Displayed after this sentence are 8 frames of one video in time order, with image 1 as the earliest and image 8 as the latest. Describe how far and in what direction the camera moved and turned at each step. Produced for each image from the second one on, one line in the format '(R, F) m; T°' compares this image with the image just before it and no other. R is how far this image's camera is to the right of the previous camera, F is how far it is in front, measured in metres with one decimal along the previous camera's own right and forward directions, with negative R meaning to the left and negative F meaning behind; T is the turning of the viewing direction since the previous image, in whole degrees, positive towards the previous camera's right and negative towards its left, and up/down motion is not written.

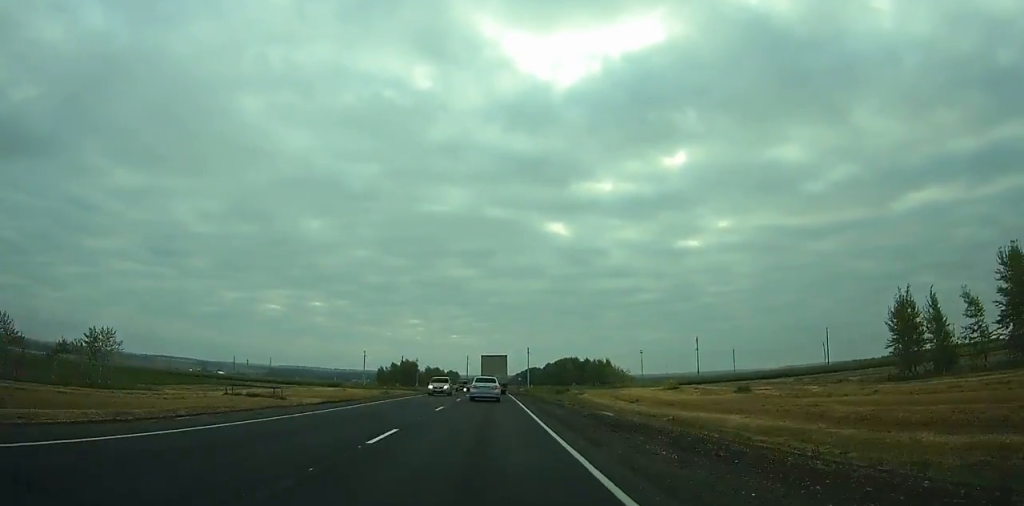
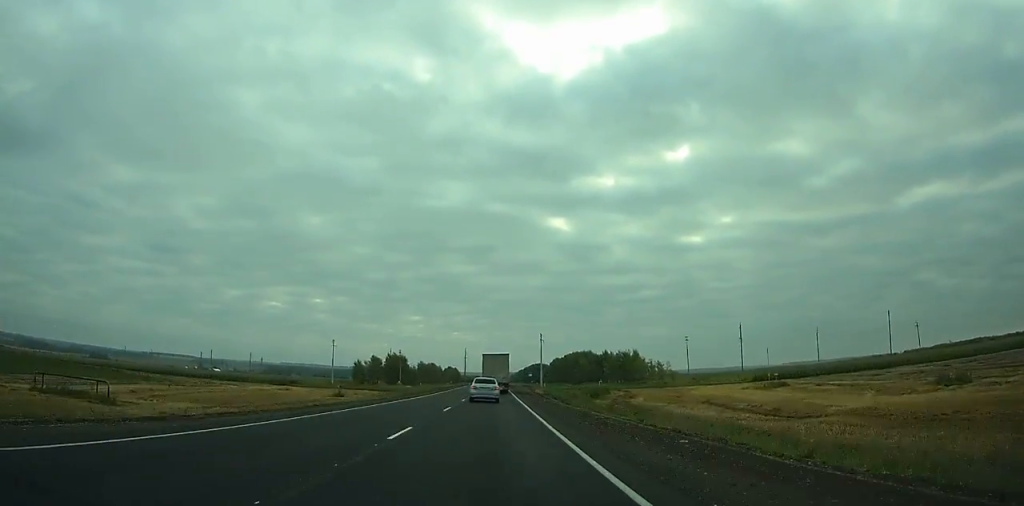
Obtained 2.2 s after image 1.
(-0.1, +46.1) m; 0°
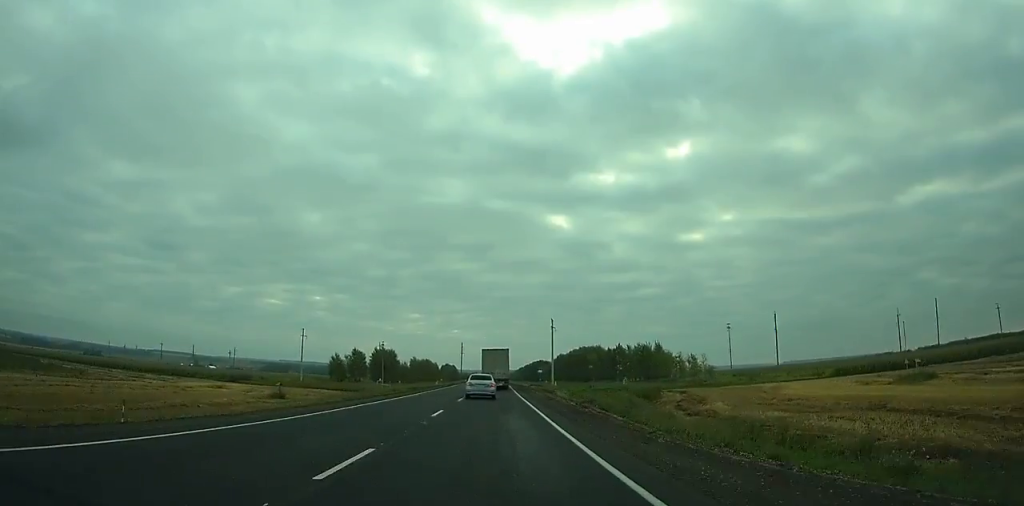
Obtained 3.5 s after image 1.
(0.0, +27.8) m; 0°
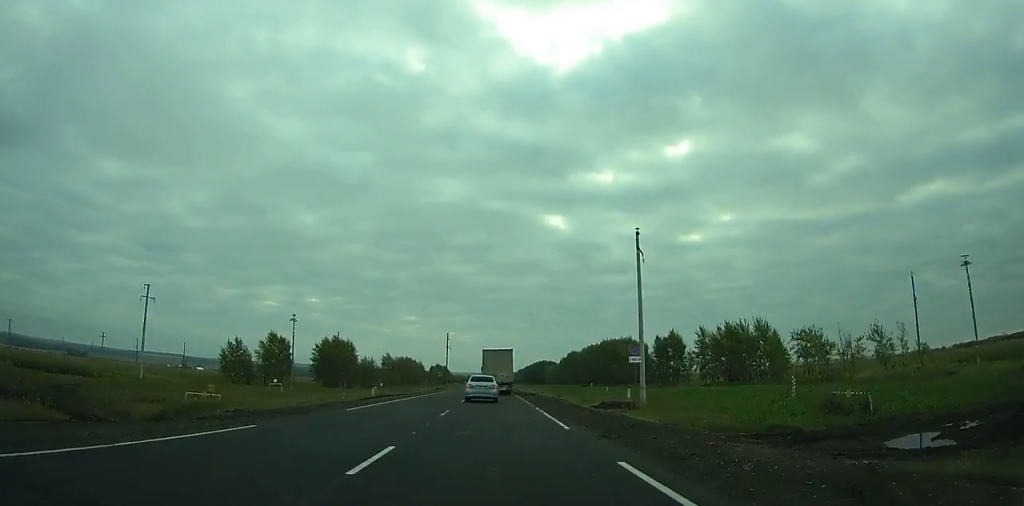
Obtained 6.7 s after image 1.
(+0.1, +69.3) m; 0°
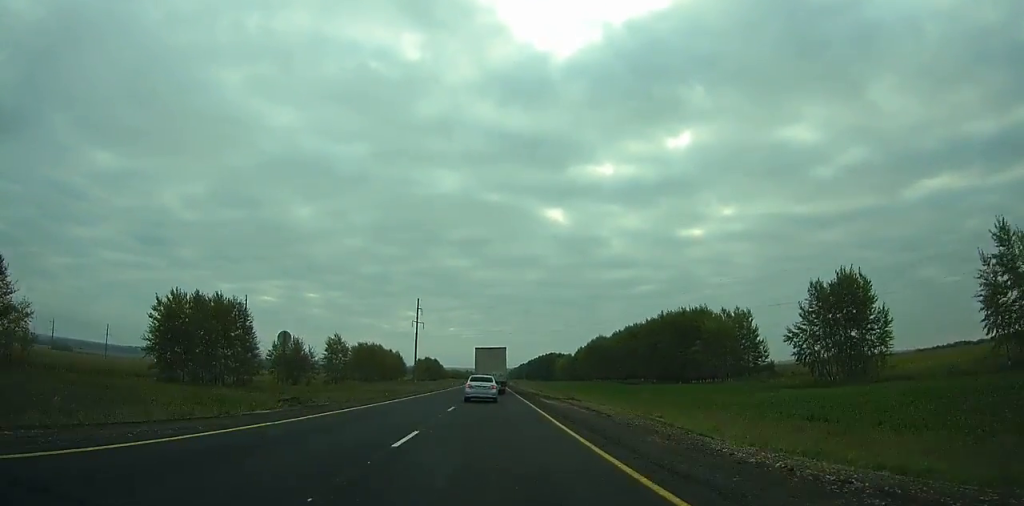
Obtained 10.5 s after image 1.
(+0.1, +82.6) m; 0°
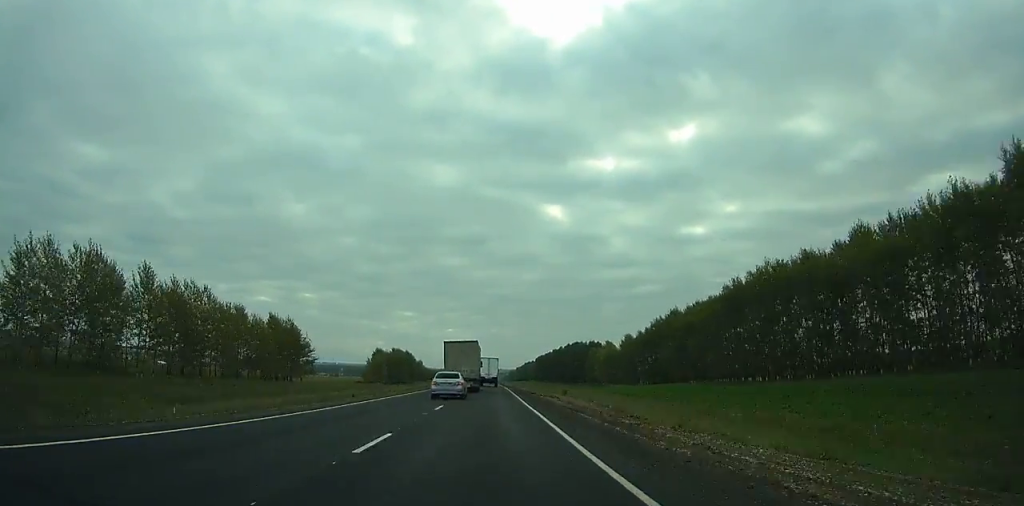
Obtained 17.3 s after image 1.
(+0.2, +143.7) m; 0°
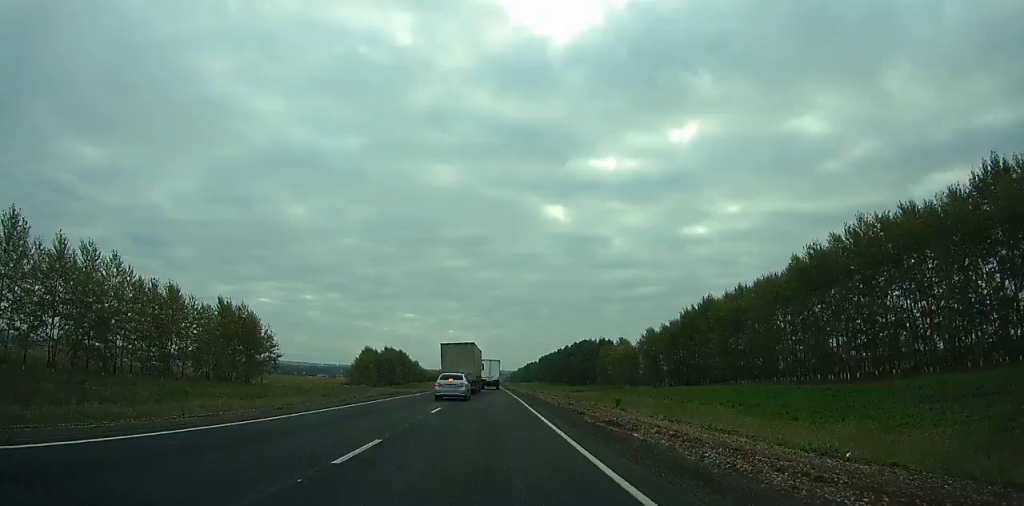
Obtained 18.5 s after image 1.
(0.0, +24.1) m; 0°
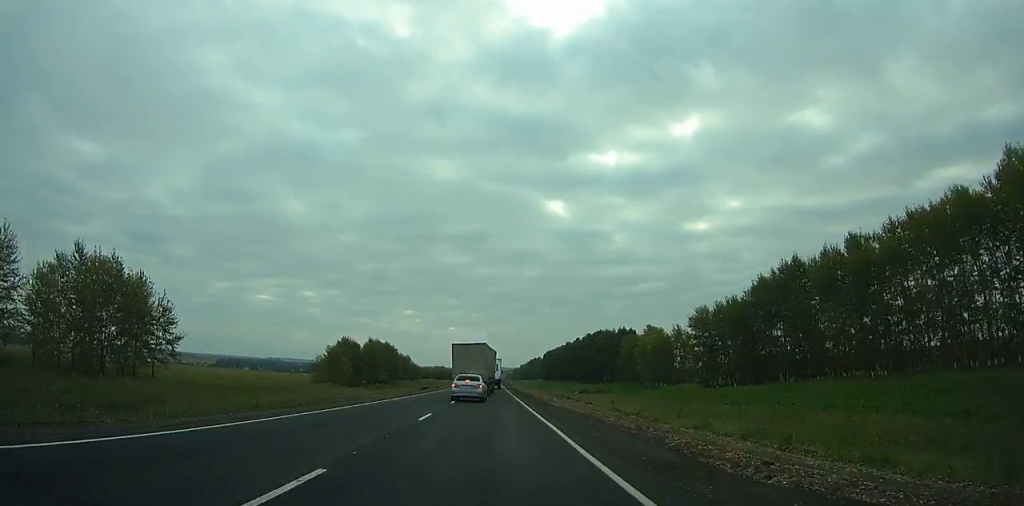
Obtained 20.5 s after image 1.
(-0.1, +39.6) m; 0°
